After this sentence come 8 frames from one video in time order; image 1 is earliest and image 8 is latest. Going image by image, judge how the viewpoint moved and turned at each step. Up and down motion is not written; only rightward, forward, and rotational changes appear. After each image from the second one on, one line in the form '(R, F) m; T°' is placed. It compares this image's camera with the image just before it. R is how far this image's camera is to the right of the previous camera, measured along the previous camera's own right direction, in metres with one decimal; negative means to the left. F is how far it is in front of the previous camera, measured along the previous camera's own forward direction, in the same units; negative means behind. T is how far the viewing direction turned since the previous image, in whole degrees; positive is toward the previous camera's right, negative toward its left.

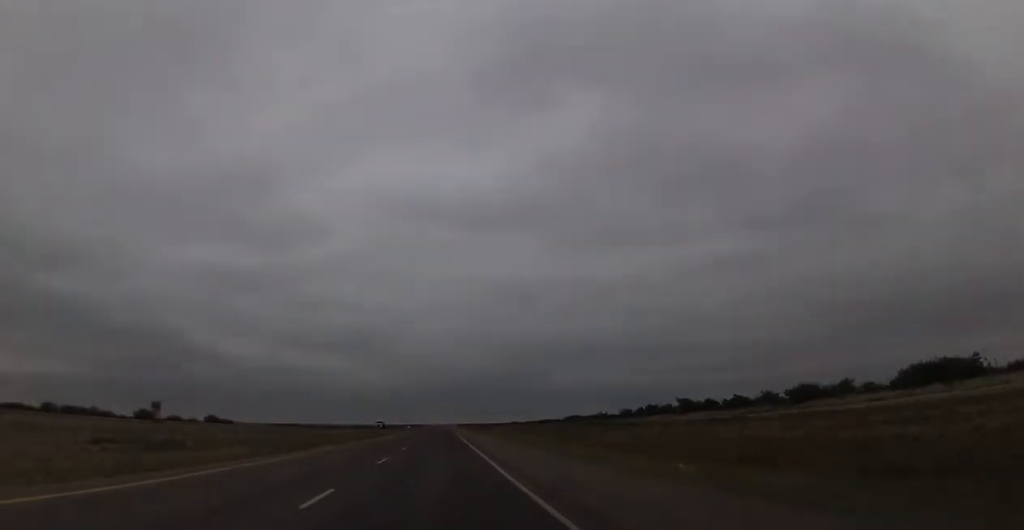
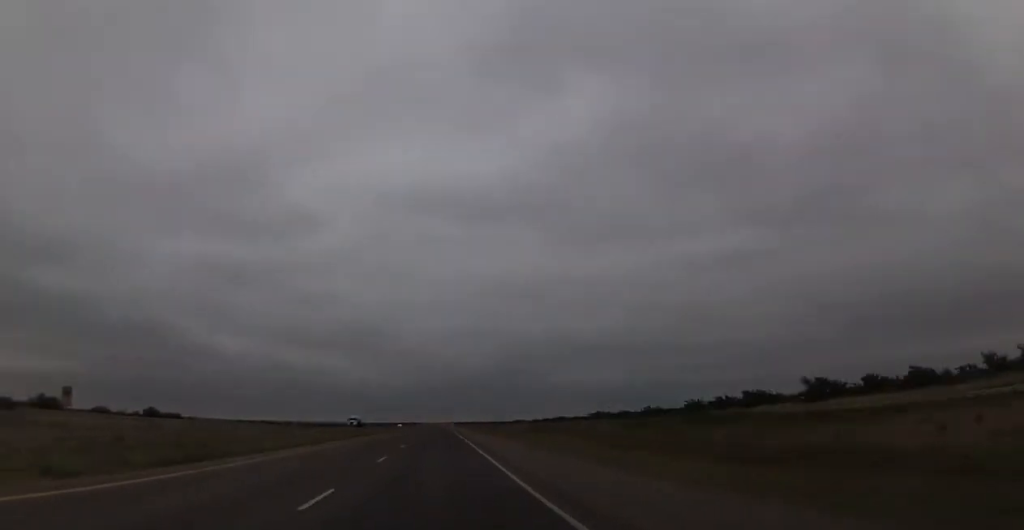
(-0.1, +36.8) m; 0°
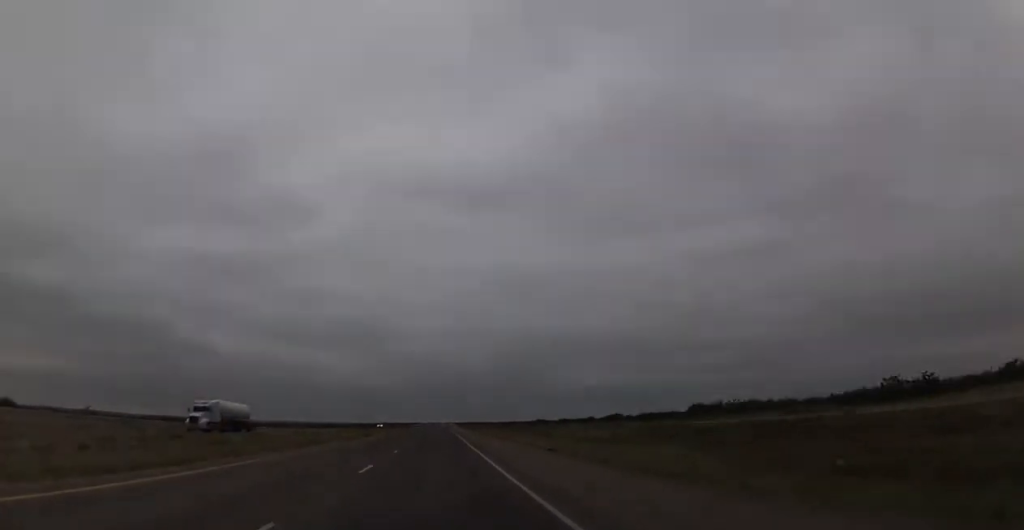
(+0.8, +65.0) m; 0°
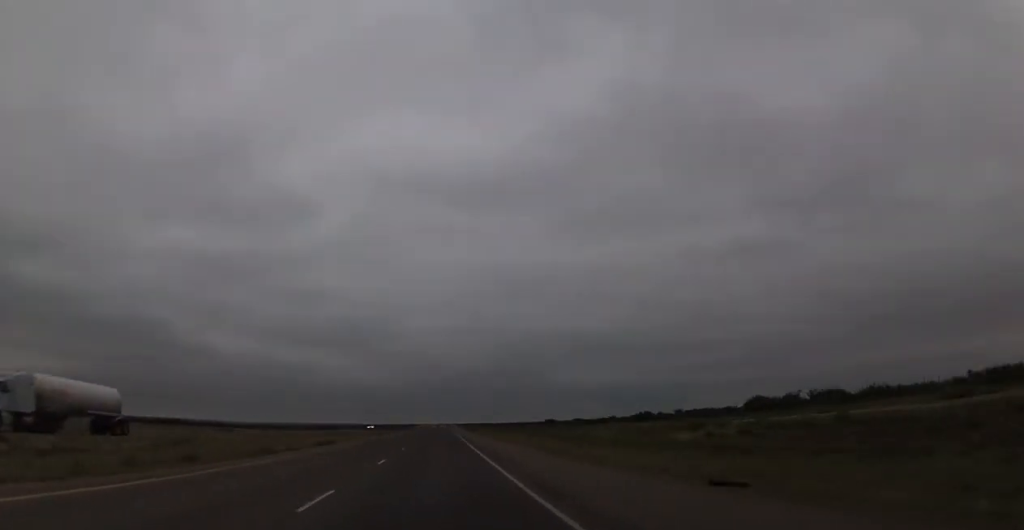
(-0.3, +19.6) m; 0°
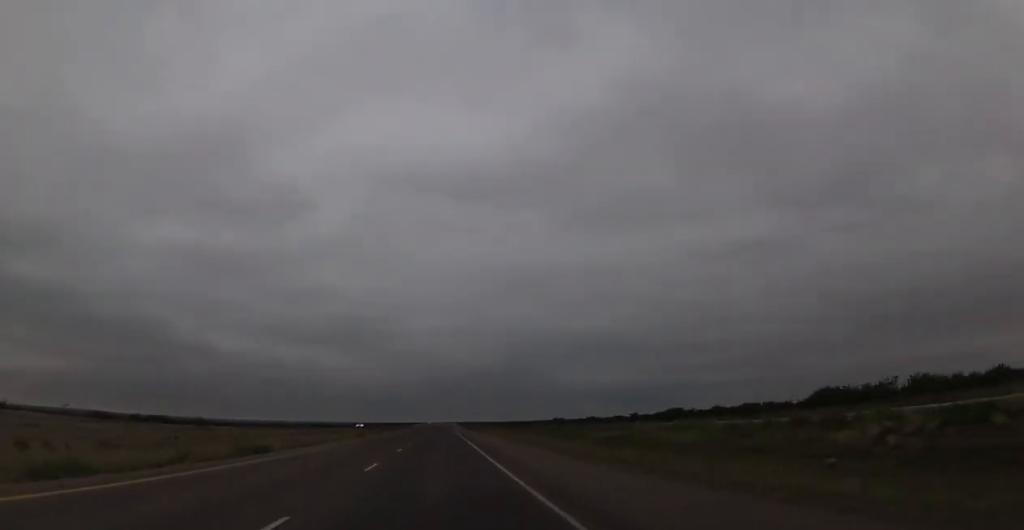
(-0.1, +15.9) m; 0°
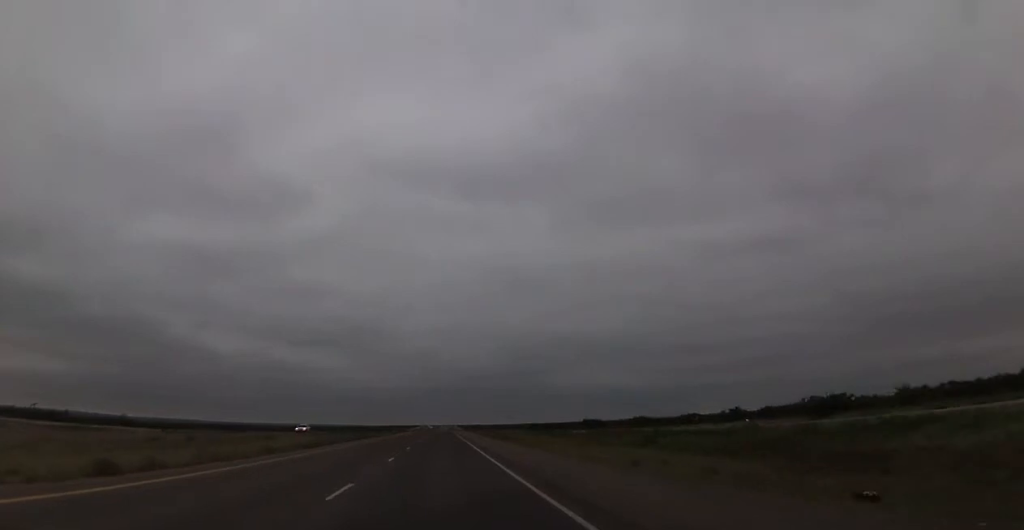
(+0.1, +43.0) m; 0°
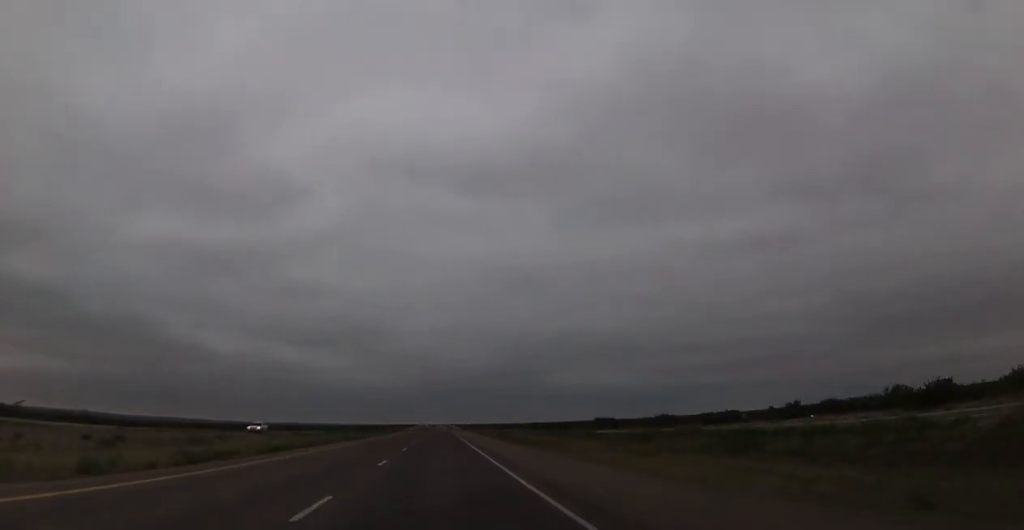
(0.0, +14.7) m; 0°
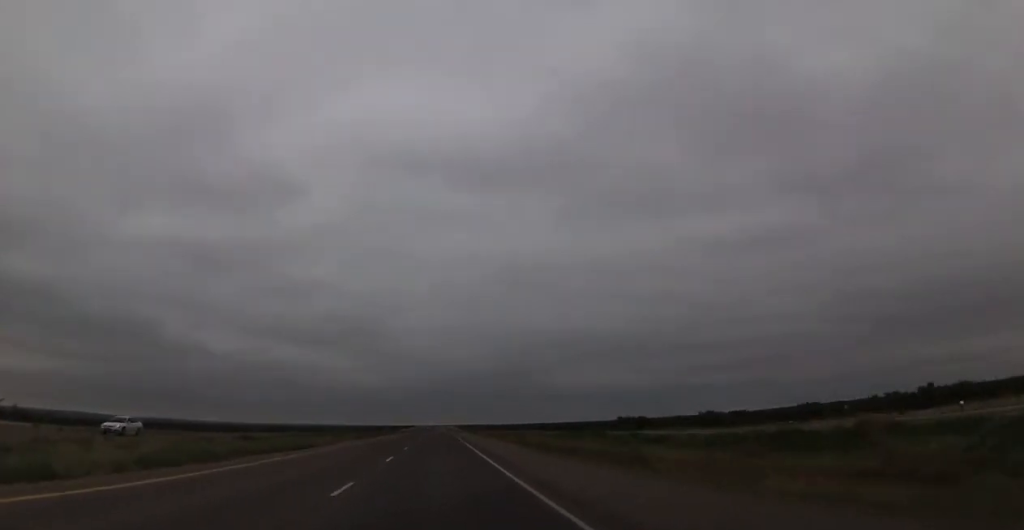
(0.0, +20.8) m; 0°
